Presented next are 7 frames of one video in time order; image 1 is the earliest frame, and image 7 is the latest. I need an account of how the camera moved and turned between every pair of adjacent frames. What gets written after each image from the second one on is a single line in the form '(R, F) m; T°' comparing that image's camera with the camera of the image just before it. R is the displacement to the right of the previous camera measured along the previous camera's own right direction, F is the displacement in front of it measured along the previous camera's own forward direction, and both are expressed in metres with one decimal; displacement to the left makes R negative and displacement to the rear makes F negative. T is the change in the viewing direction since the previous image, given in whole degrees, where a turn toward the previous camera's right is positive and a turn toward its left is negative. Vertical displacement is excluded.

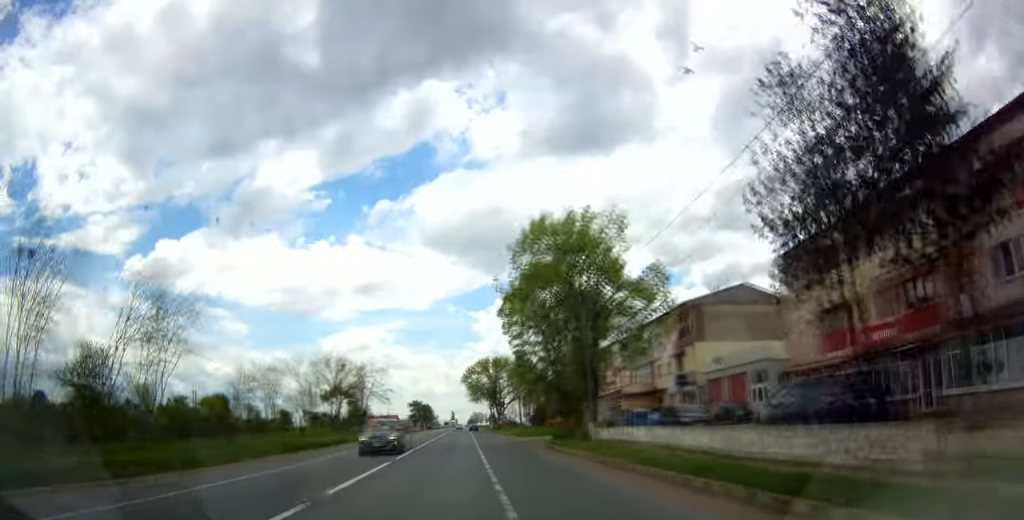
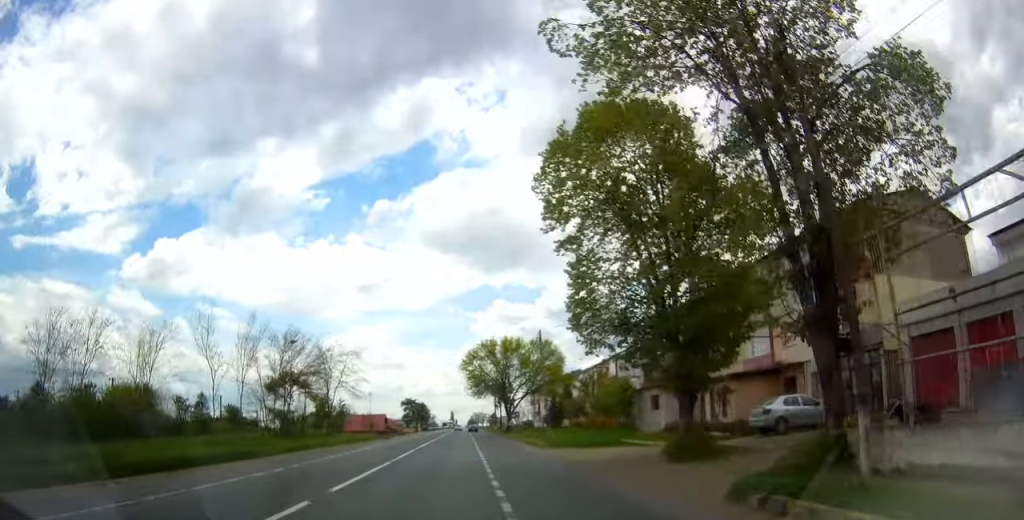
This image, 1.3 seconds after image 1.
(0.0, +22.8) m; 0°
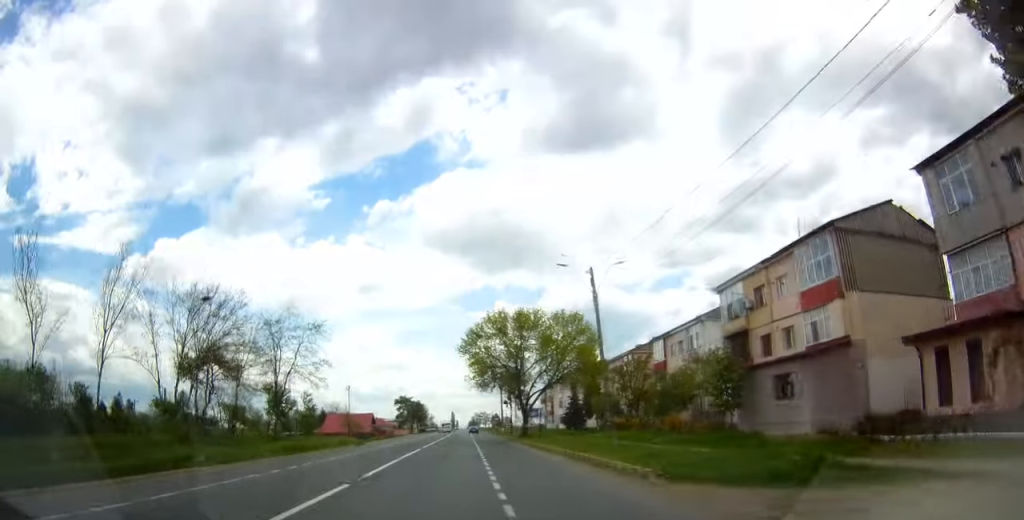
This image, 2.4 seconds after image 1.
(+0.1, +19.3) m; 0°
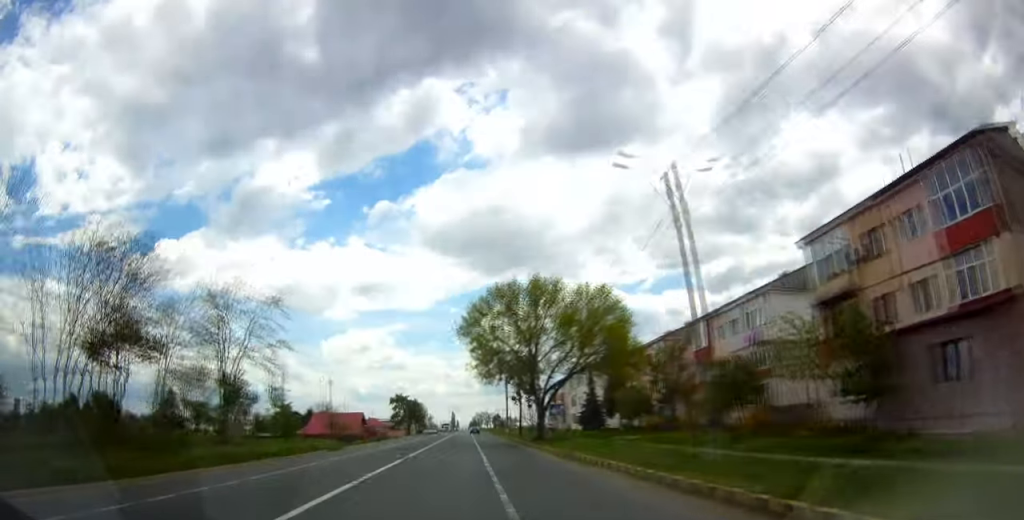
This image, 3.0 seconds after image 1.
(0.0, +11.5) m; 0°
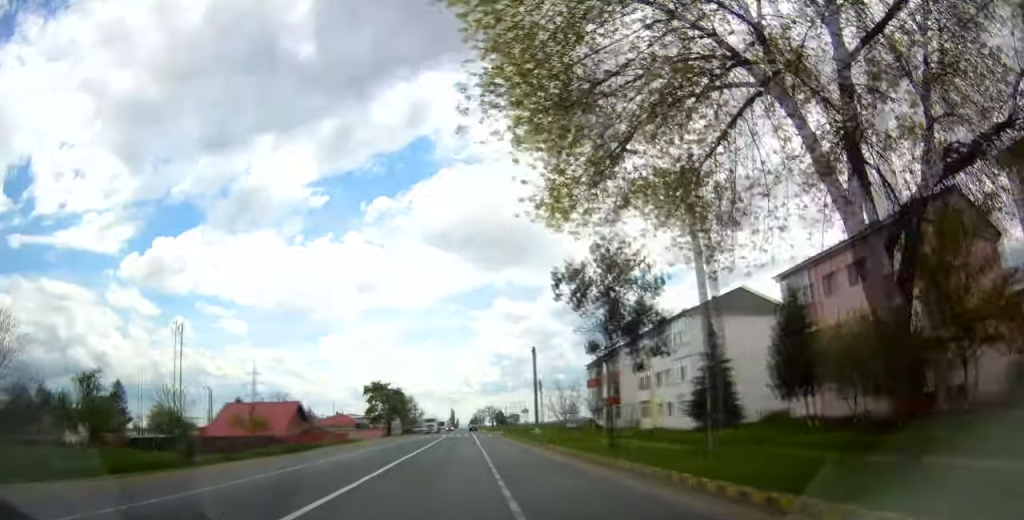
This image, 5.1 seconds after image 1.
(0.0, +37.8) m; 0°
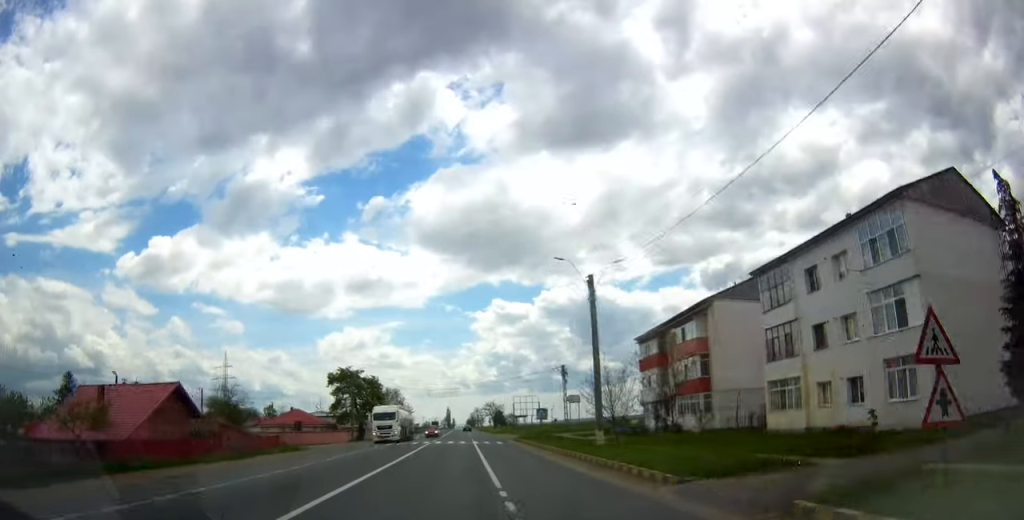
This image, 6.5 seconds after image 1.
(-0.2, +26.3) m; -1°
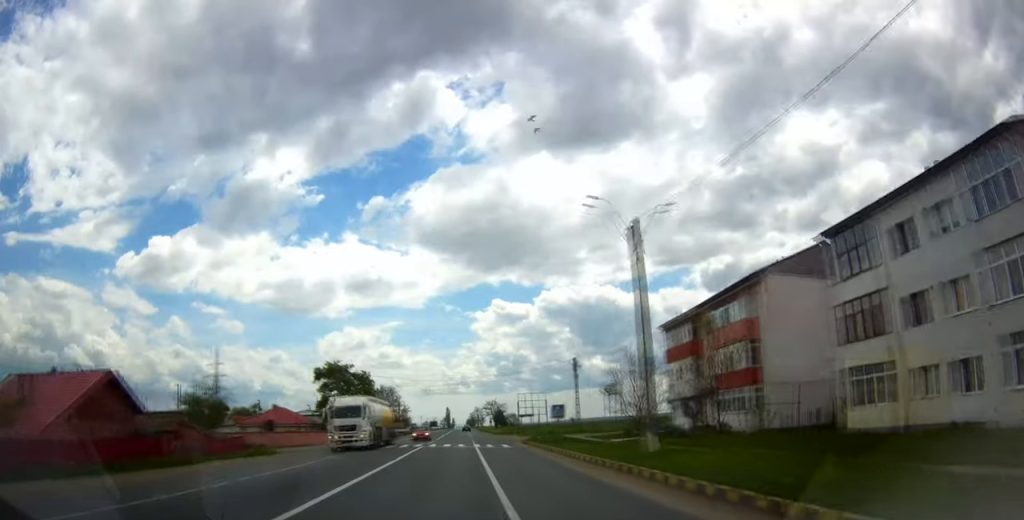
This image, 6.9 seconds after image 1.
(0.0, +7.7) m; 0°
